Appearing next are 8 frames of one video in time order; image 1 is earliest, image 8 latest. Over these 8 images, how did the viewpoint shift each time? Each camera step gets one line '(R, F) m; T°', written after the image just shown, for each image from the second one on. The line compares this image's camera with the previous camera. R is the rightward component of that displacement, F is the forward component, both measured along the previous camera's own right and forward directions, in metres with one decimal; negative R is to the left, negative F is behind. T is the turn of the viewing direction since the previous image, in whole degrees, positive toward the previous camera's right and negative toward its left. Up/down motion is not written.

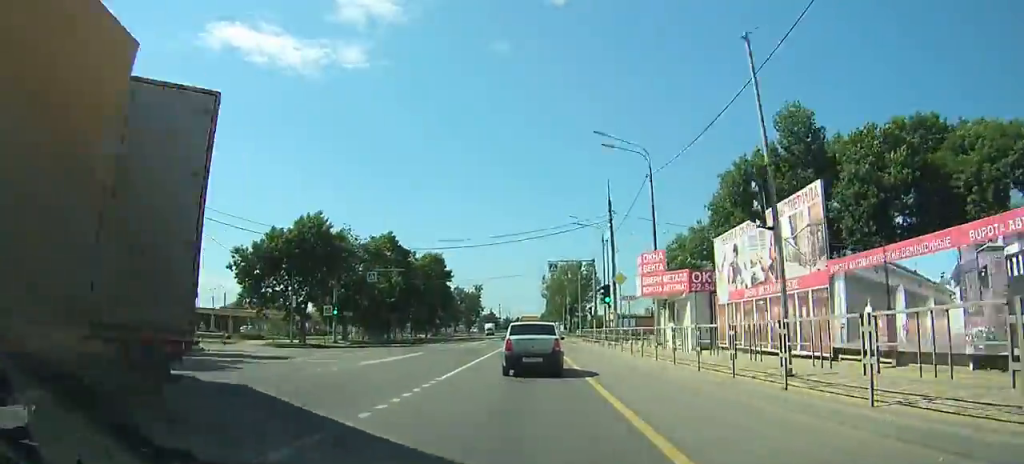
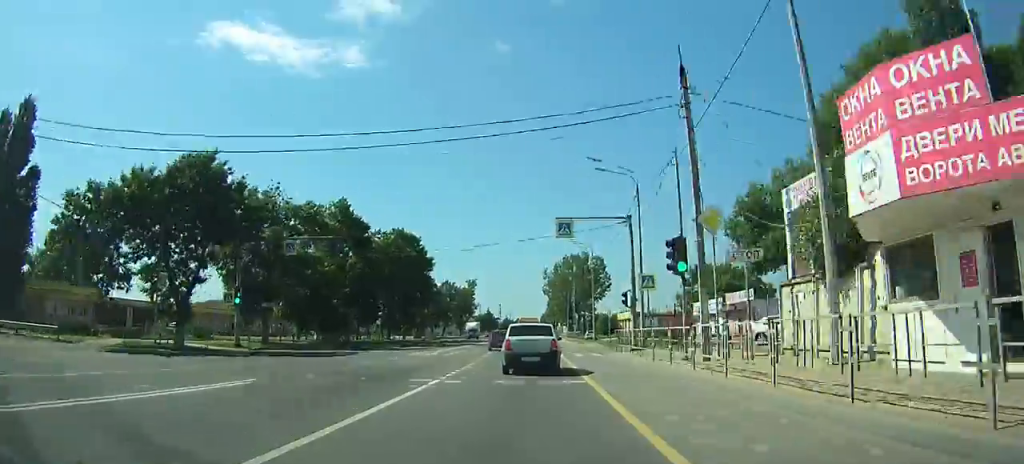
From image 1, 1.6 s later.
(+0.1, +19.7) m; 0°
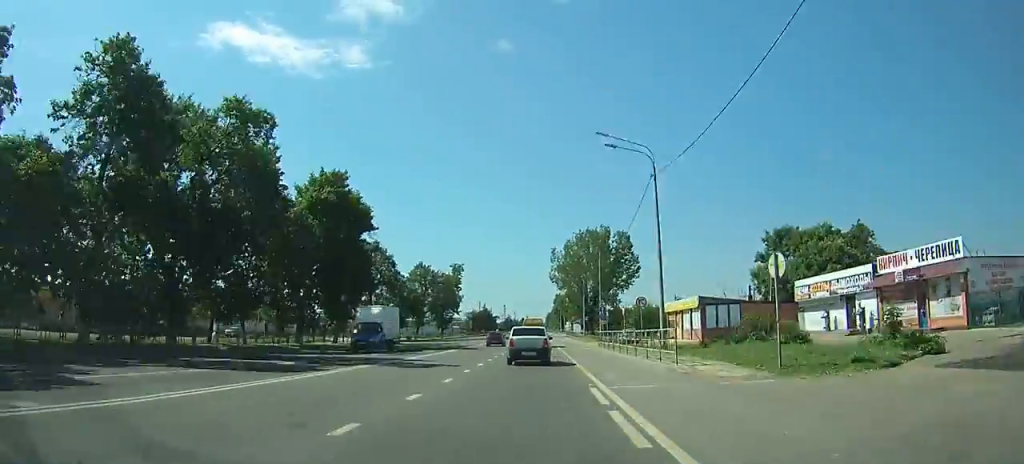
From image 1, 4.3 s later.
(-0.1, +34.6) m; 0°
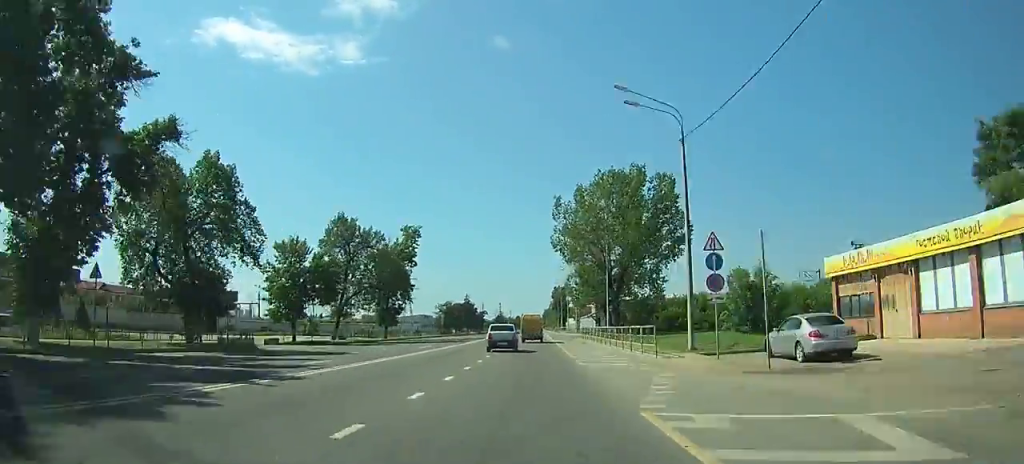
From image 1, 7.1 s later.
(0.0, +37.5) m; 0°
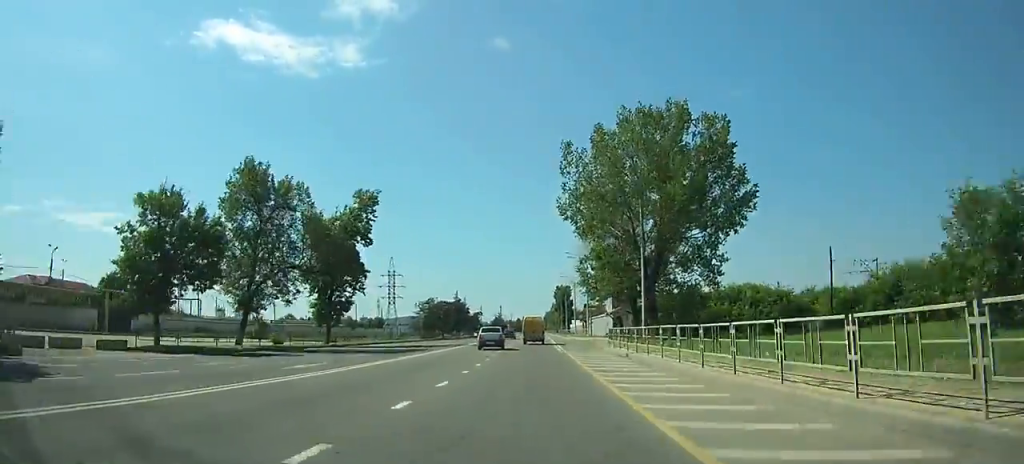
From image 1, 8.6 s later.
(0.0, +21.7) m; 0°
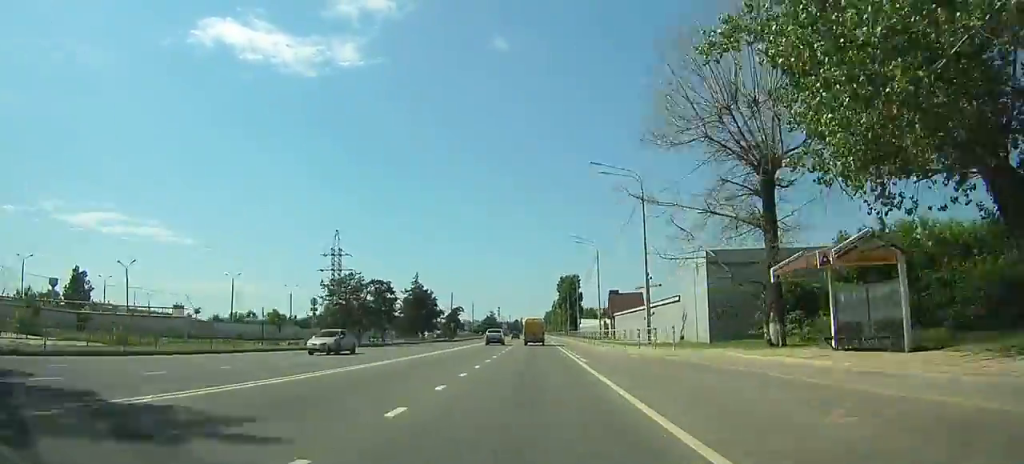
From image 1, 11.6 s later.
(0.0, +46.1) m; 0°
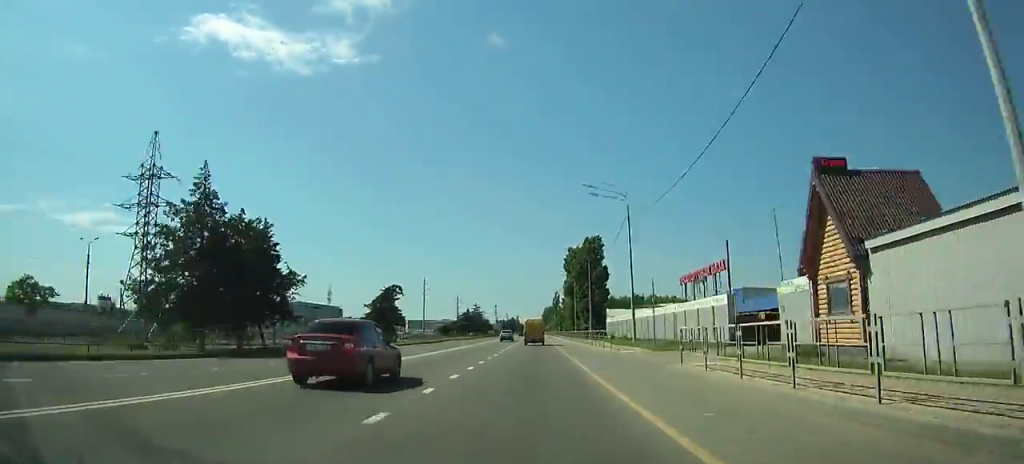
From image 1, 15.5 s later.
(-0.1, +63.9) m; 0°
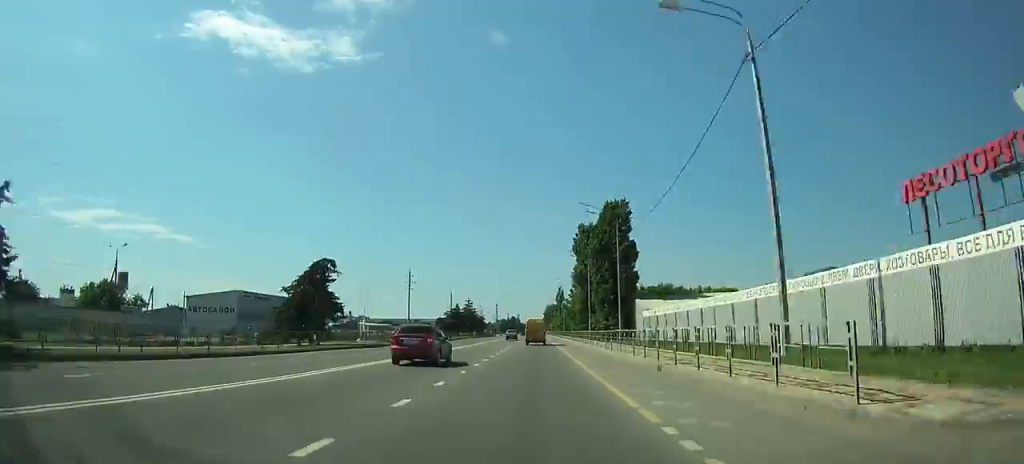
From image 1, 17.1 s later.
(0.0, +26.4) m; 0°
